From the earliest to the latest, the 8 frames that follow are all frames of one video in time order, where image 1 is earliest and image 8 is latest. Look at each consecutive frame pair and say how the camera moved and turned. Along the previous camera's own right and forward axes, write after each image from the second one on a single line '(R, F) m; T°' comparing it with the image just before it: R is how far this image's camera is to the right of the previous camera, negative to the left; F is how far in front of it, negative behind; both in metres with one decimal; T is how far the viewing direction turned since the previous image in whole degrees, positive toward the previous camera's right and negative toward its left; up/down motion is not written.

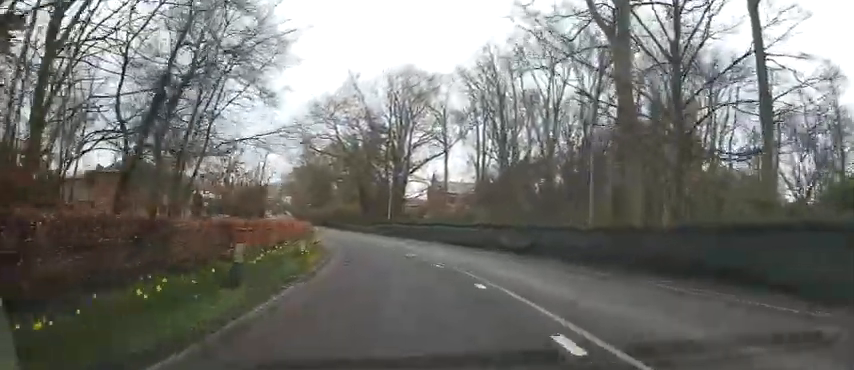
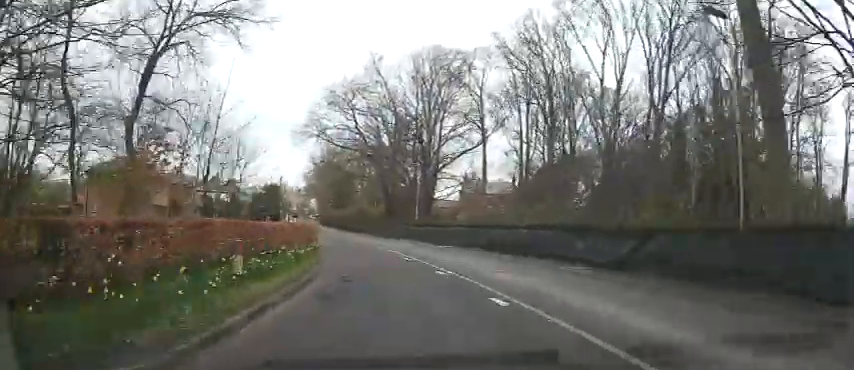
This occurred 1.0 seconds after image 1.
(+0.4, +8.3) m; -4°
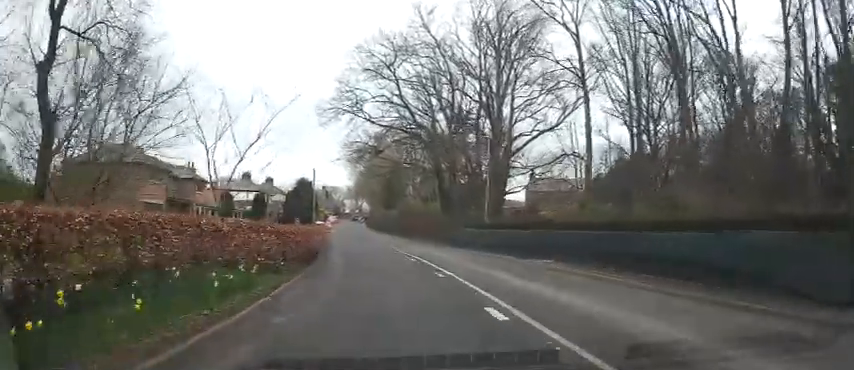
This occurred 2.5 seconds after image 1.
(-2.1, +14.0) m; -15°
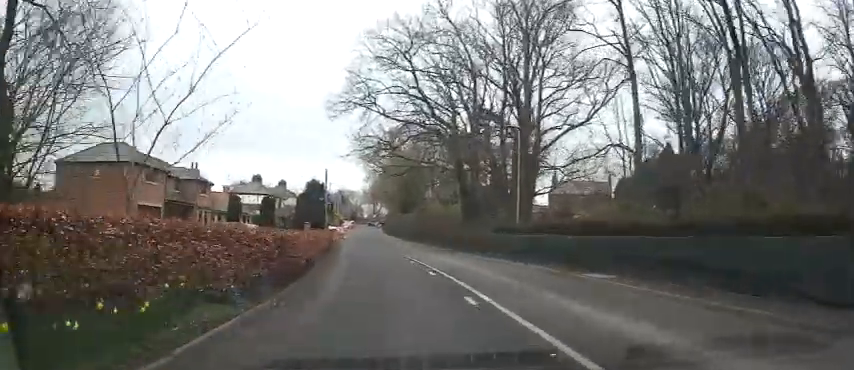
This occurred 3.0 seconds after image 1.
(-0.3, +4.0) m; -3°
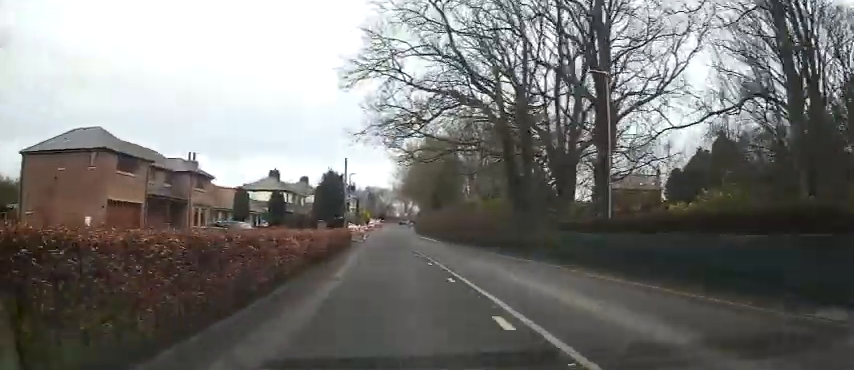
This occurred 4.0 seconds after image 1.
(-0.4, +8.9) m; -5°
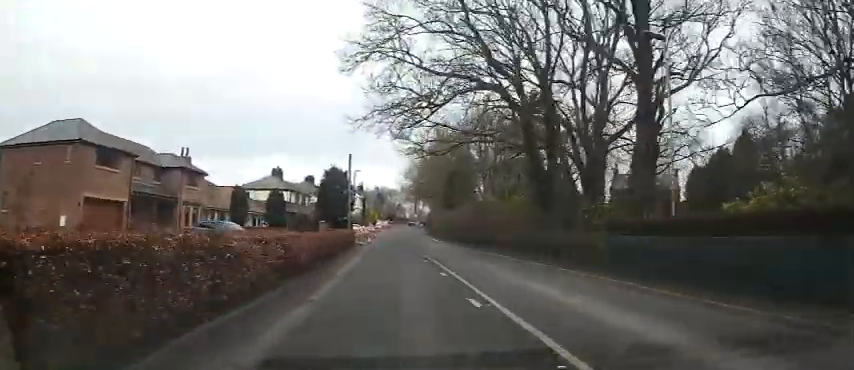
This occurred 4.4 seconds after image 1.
(+0.1, +3.7) m; -2°
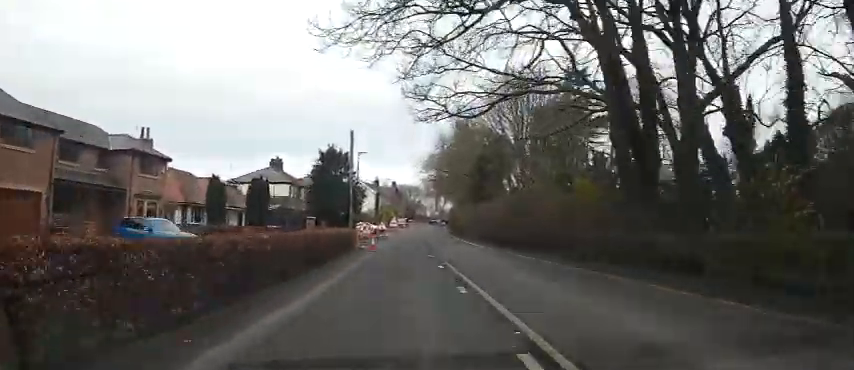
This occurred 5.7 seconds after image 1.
(-0.6, +11.1) m; -4°
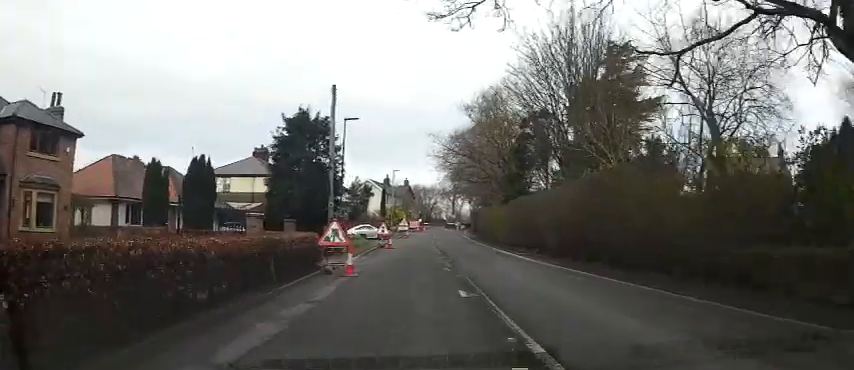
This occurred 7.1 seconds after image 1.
(-0.1, +12.6) m; -1°
